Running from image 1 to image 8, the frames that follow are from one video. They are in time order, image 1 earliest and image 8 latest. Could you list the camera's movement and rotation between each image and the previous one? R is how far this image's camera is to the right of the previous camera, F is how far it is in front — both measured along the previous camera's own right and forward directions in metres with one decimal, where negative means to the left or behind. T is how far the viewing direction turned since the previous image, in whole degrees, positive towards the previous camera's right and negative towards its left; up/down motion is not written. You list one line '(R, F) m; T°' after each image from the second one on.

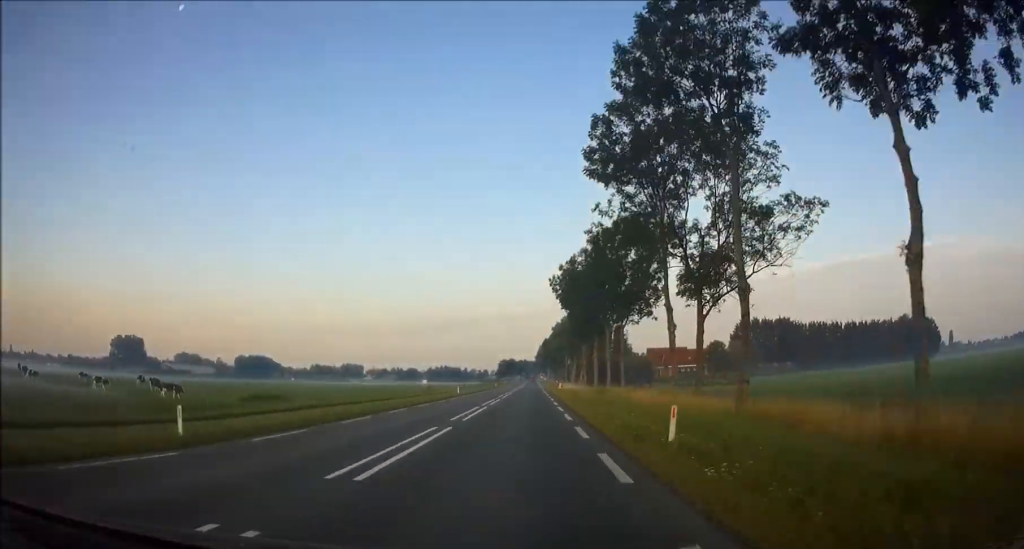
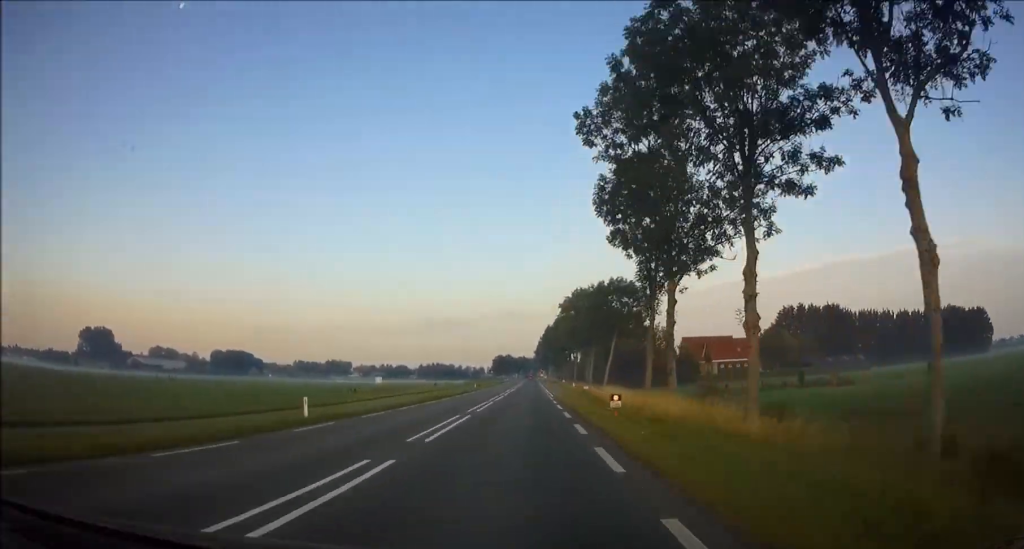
(+0.1, +41.2) m; 0°
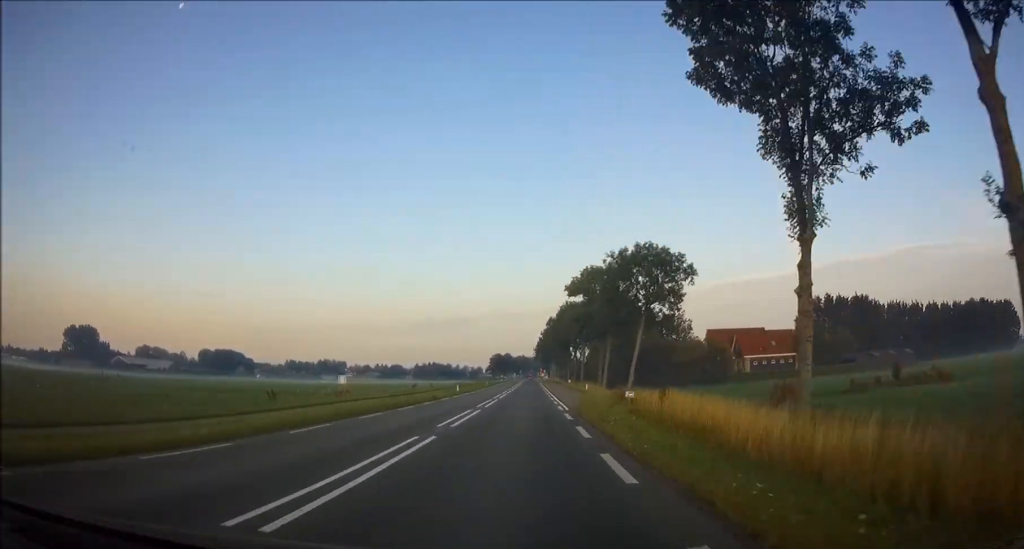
(+0.1, +19.0) m; 0°
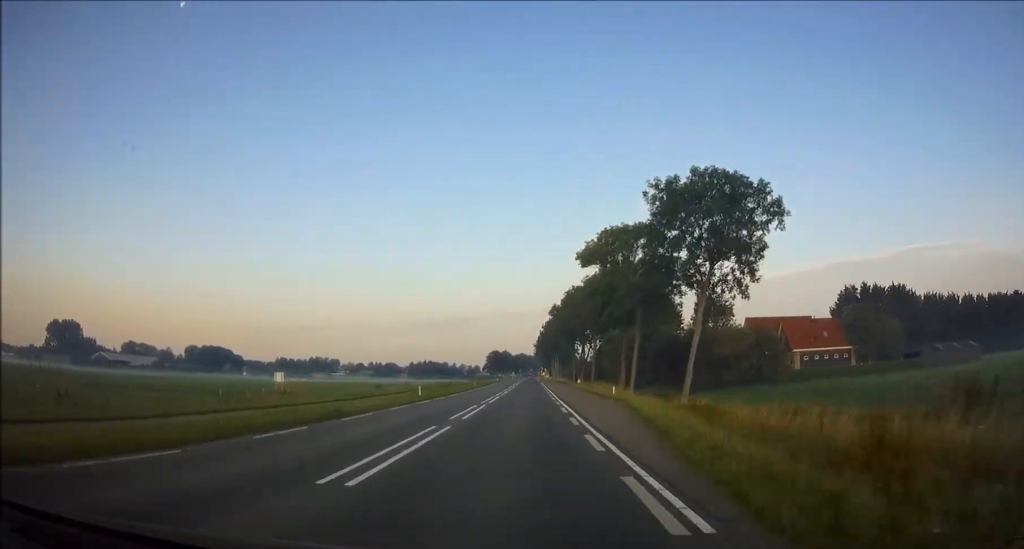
(+0.1, +20.6) m; 0°
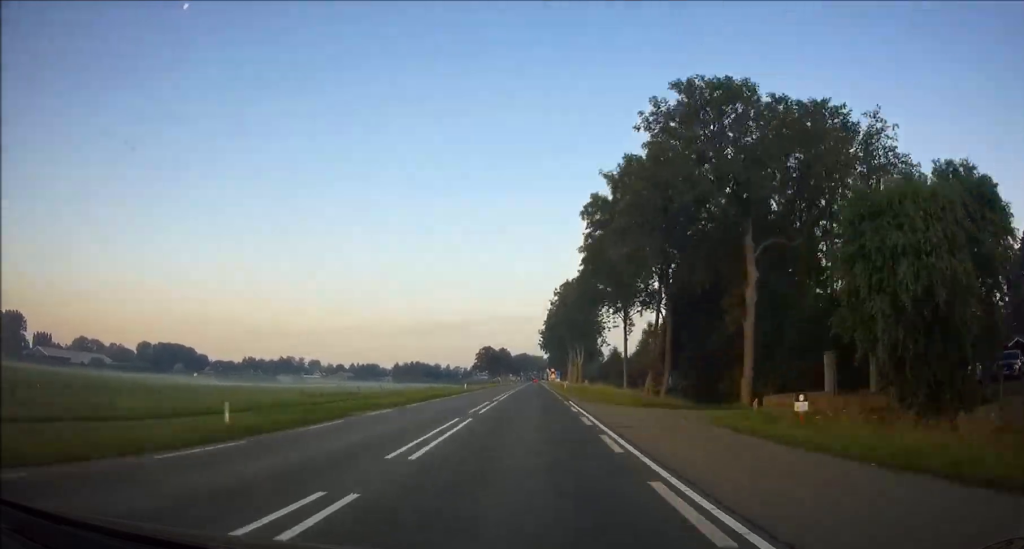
(-0.7, +66.4) m; -1°
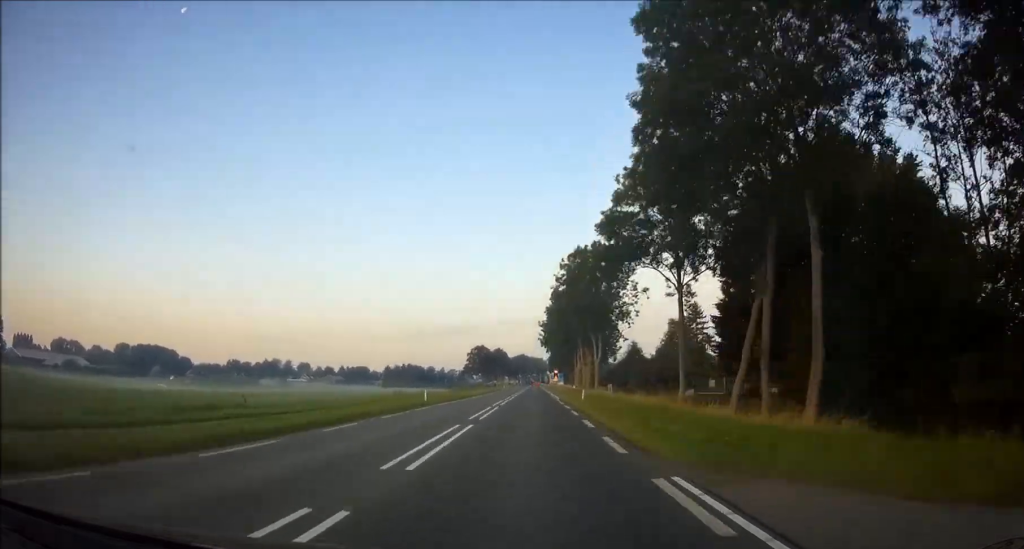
(-0.2, +23.7) m; 0°
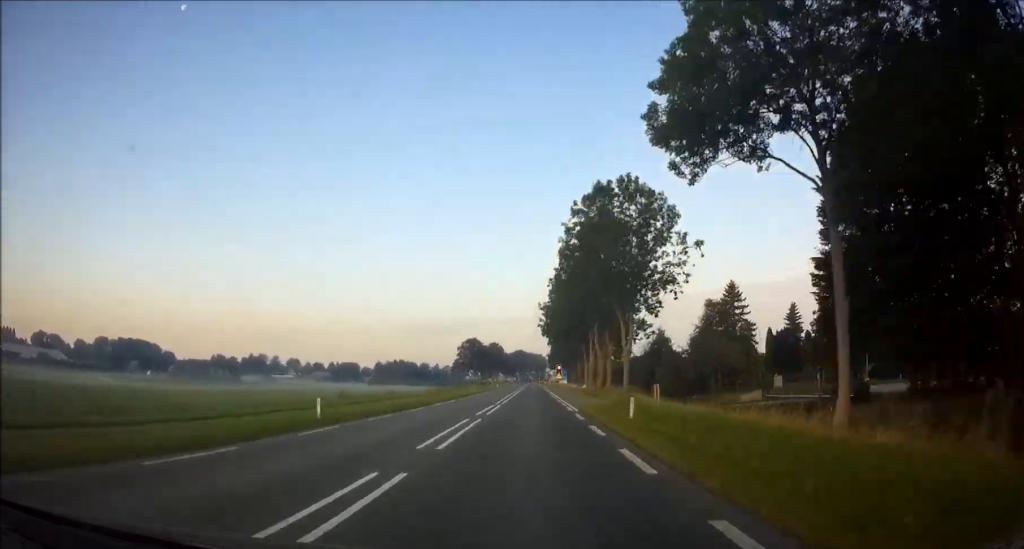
(+0.1, +20.6) m; 0°
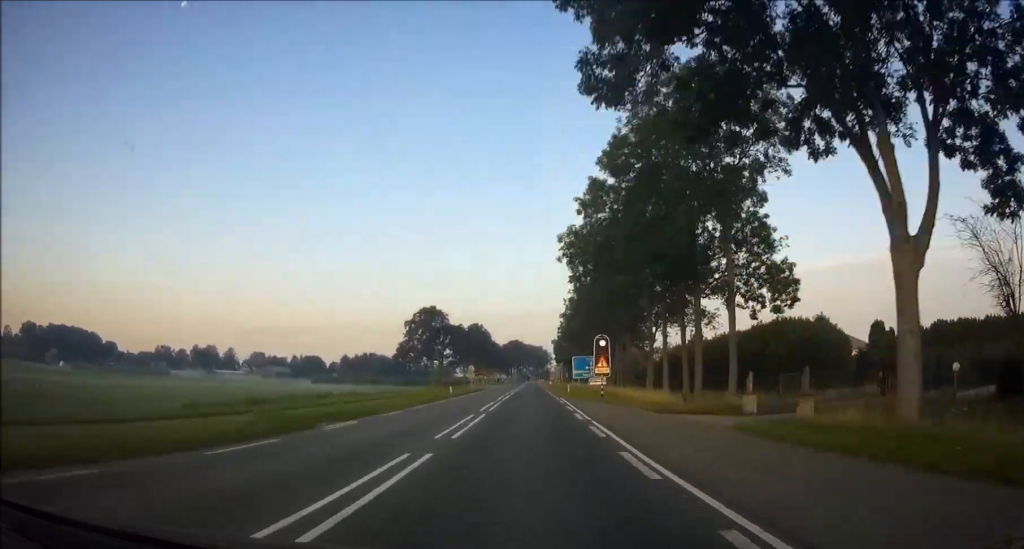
(+0.2, +66.4) m; 0°
